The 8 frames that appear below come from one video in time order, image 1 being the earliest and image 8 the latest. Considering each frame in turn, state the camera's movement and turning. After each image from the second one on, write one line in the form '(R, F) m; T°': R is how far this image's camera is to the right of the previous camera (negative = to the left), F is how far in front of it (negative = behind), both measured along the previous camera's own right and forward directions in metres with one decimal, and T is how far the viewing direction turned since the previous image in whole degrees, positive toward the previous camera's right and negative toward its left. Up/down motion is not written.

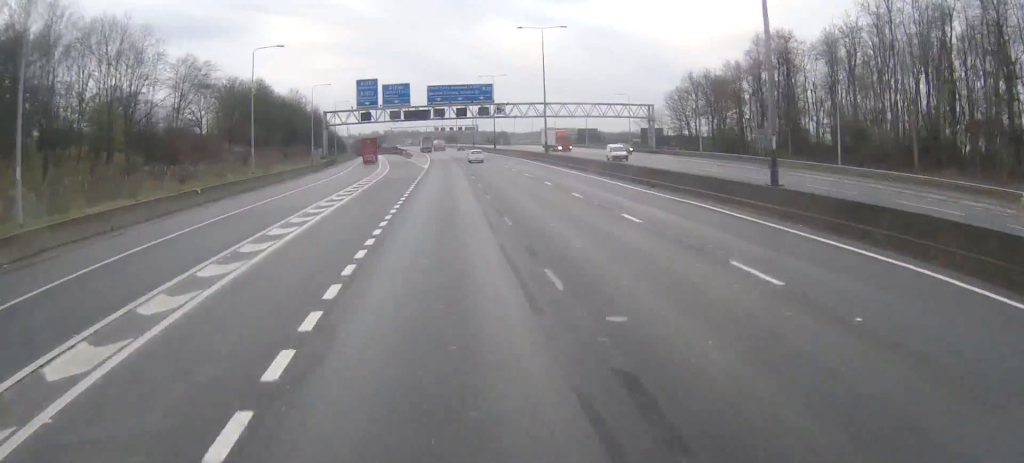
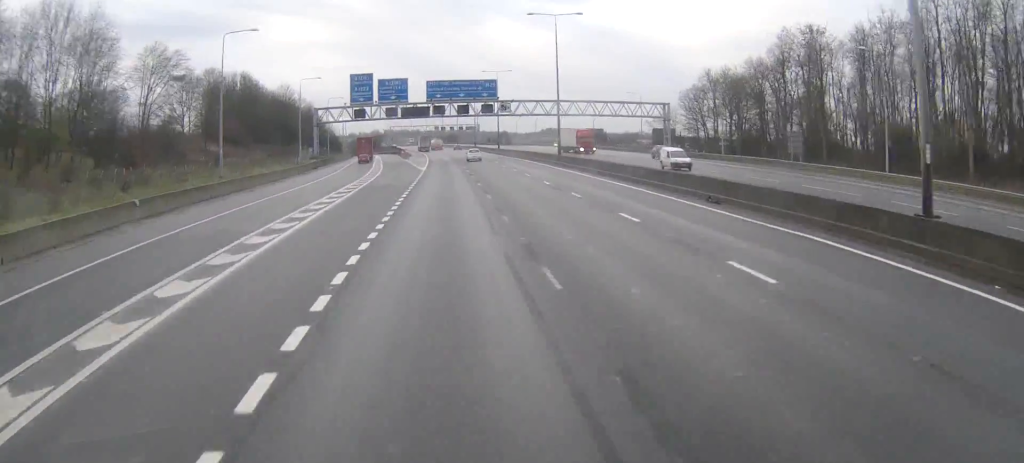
(0.0, +8.8) m; 0°
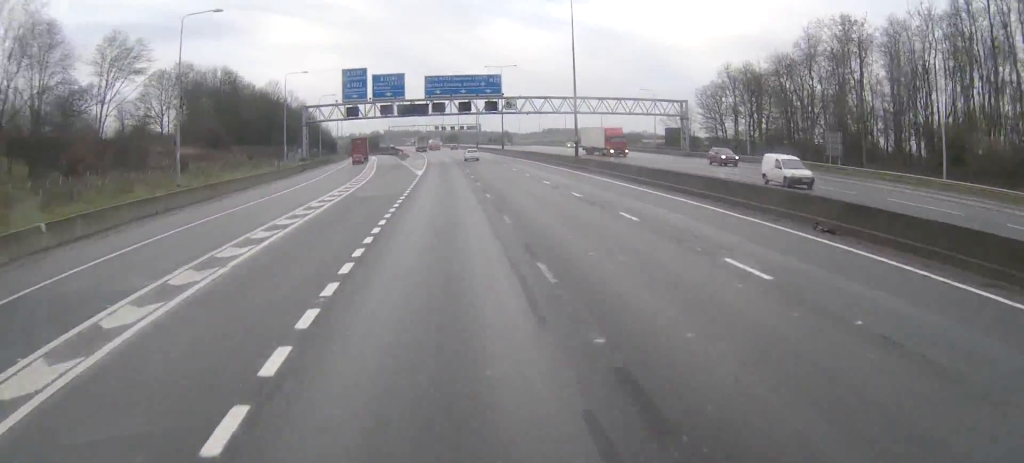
(0.0, +8.8) m; 0°
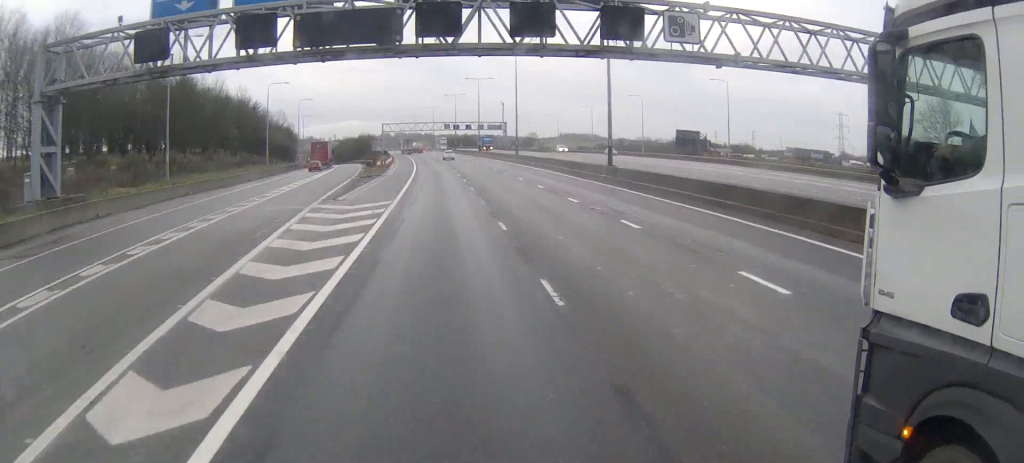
(-0.9, +72.3) m; -1°
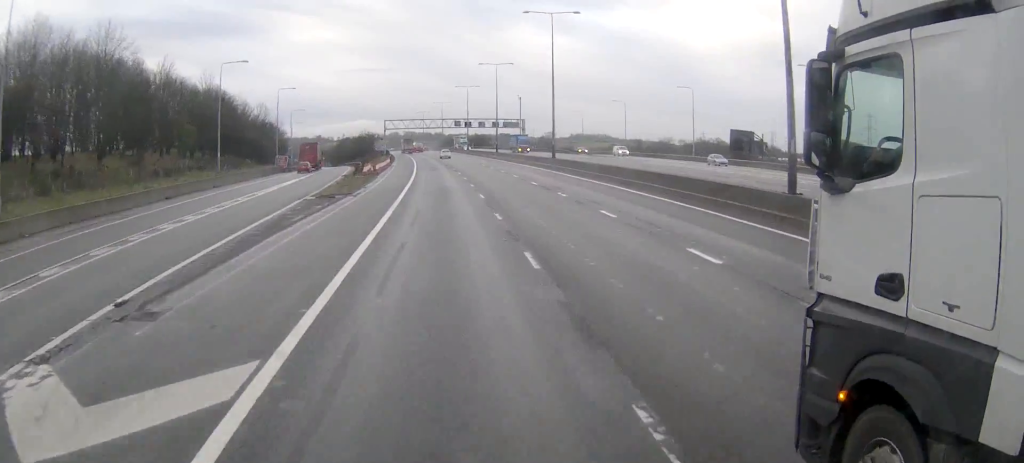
(-0.2, +23.5) m; -1°
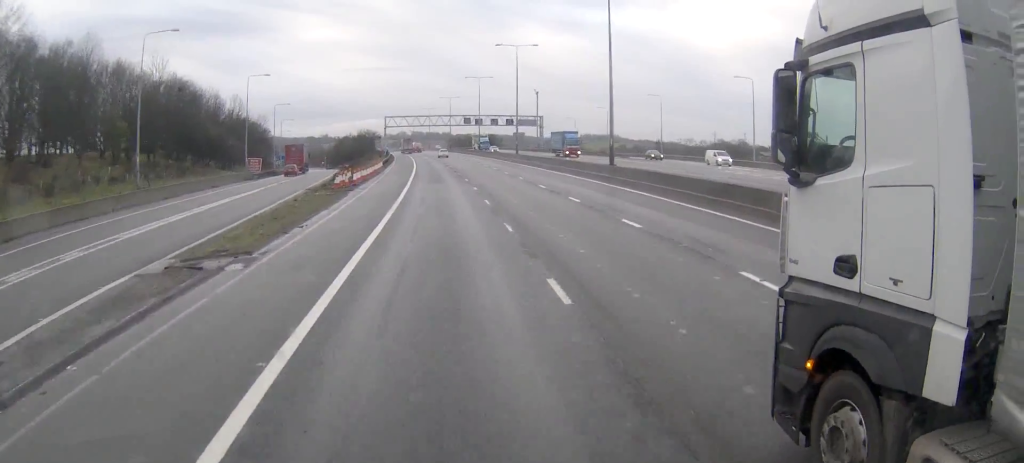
(-0.2, +20.6) m; -1°
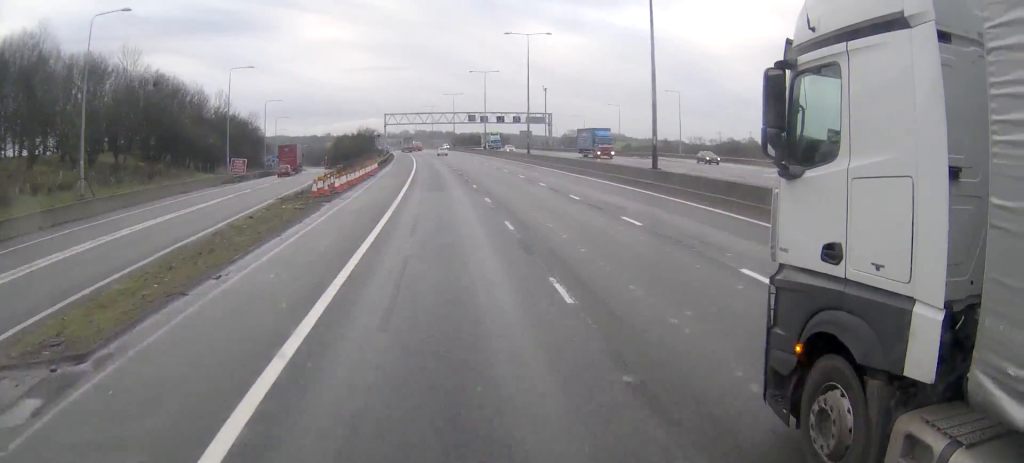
(-0.1, +8.8) m; 0°
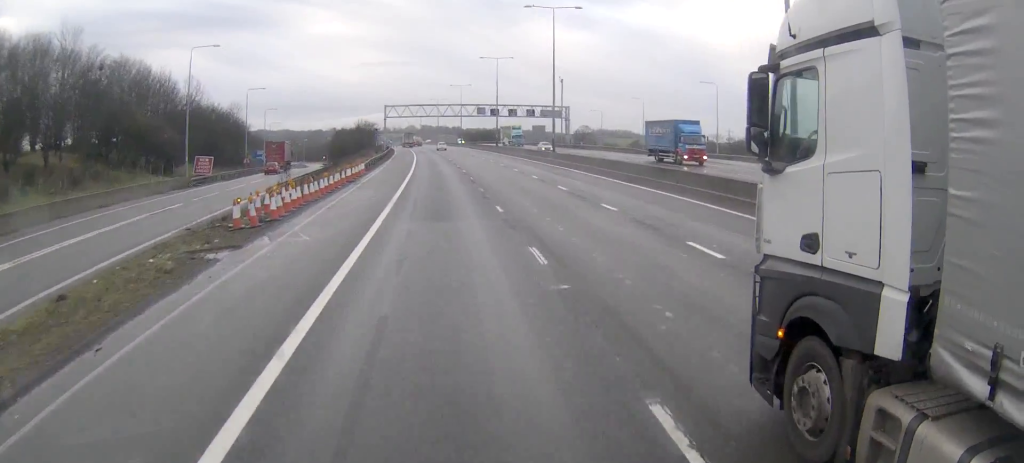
(0.0, +14.7) m; 0°
